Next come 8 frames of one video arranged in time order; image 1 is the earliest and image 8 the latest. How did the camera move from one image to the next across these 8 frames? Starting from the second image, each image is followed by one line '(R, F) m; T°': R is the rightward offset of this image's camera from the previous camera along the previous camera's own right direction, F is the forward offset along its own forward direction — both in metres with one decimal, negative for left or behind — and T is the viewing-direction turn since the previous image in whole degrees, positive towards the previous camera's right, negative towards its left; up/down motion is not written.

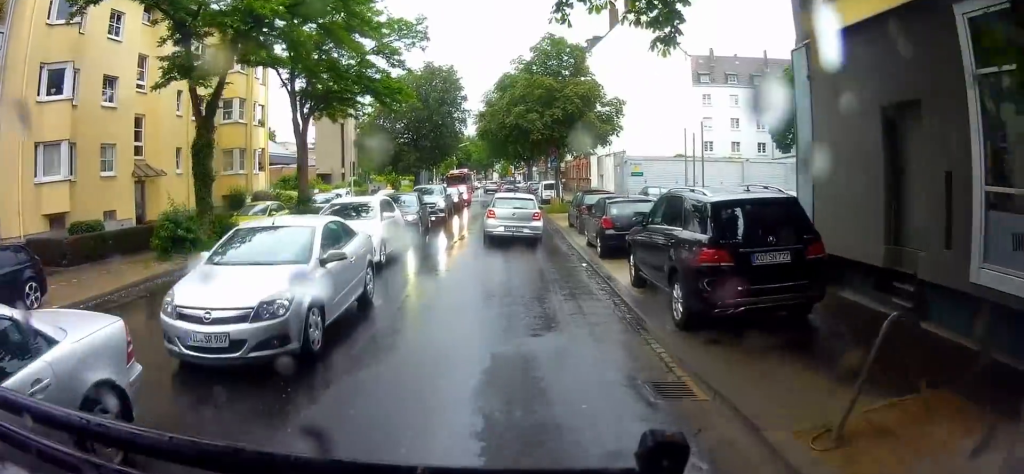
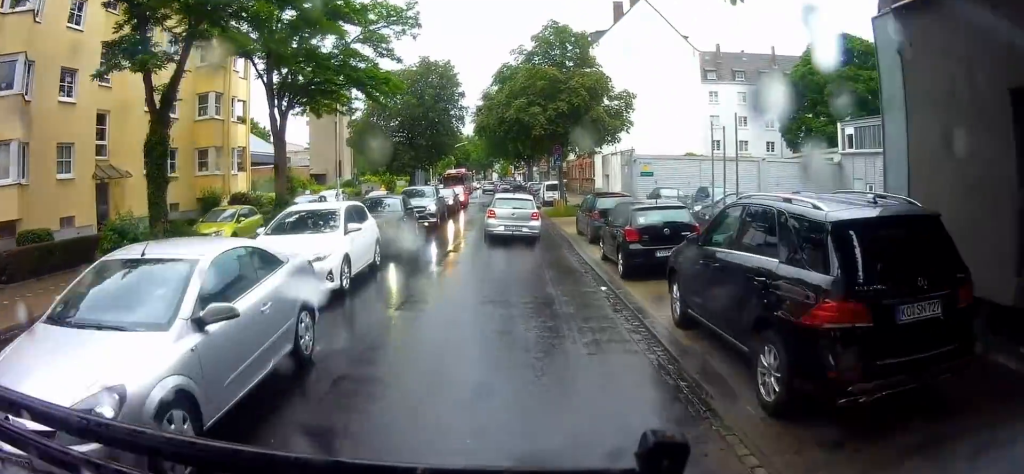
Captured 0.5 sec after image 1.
(0.0, +2.4) m; 0°
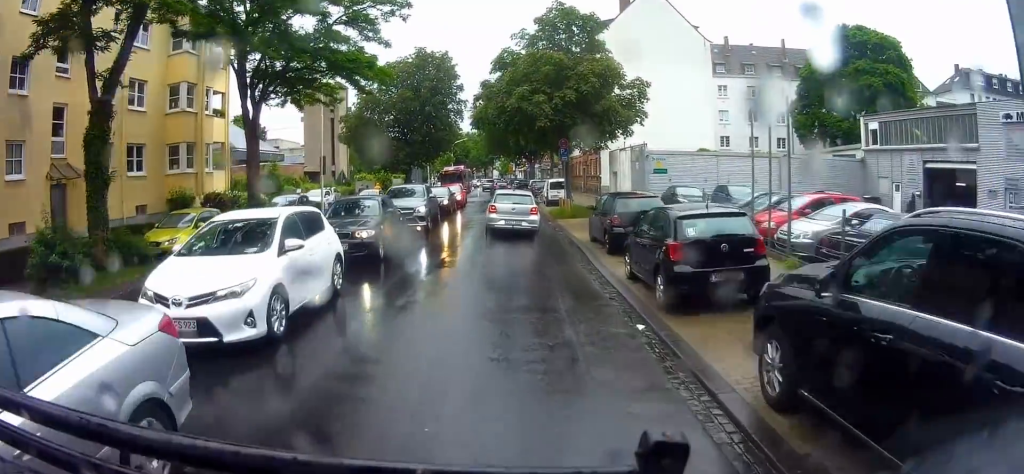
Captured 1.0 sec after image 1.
(0.0, +2.3) m; +2°
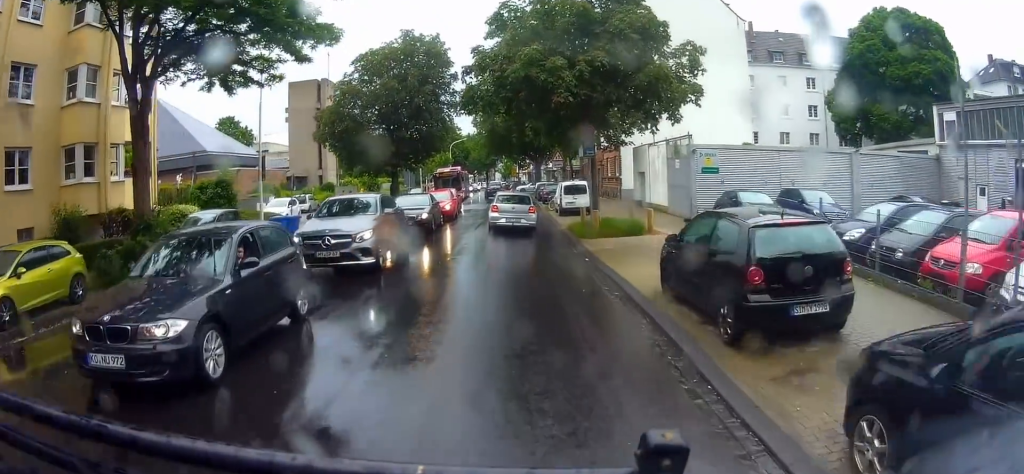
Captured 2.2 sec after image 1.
(+0.5, +5.9) m; +7°
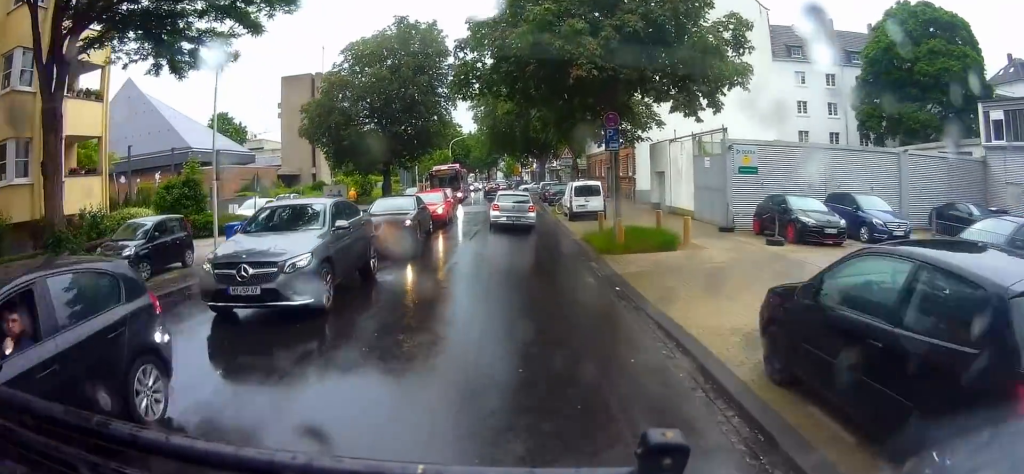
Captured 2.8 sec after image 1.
(+0.3, +2.9) m; +1°
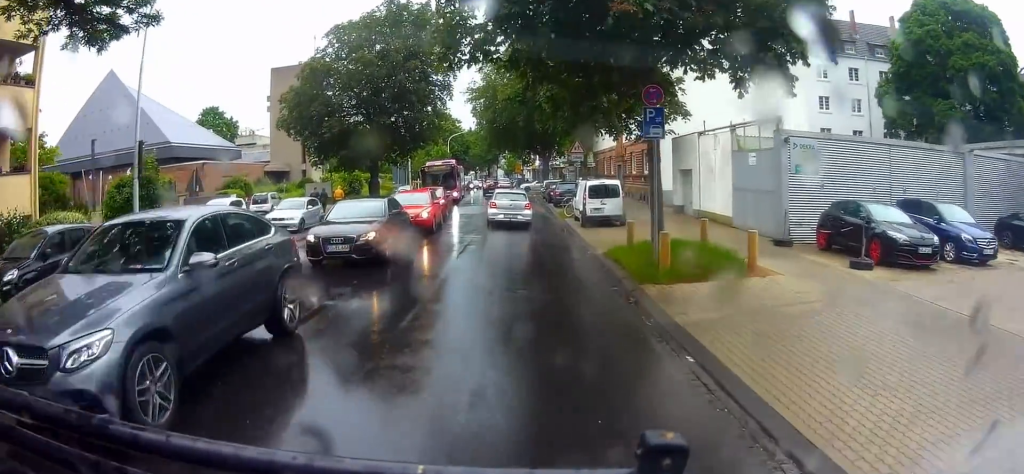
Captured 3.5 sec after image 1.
(-0.4, +3.6) m; +2°
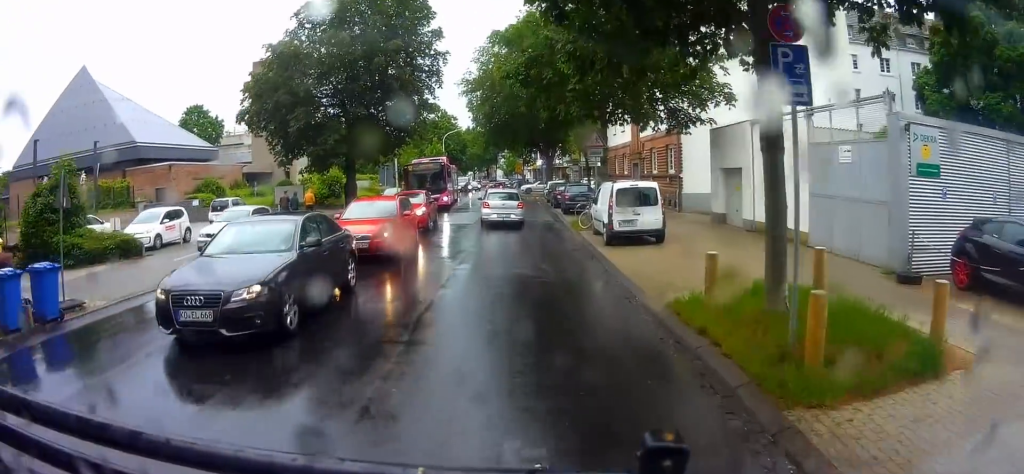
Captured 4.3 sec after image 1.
(+0.4, +4.6) m; +6°
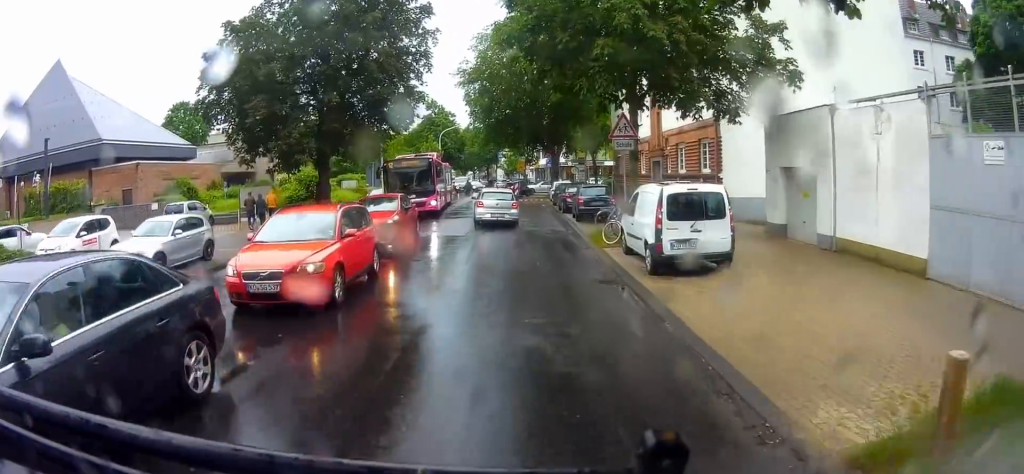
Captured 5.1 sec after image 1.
(+0.2, +4.3) m; +3°
